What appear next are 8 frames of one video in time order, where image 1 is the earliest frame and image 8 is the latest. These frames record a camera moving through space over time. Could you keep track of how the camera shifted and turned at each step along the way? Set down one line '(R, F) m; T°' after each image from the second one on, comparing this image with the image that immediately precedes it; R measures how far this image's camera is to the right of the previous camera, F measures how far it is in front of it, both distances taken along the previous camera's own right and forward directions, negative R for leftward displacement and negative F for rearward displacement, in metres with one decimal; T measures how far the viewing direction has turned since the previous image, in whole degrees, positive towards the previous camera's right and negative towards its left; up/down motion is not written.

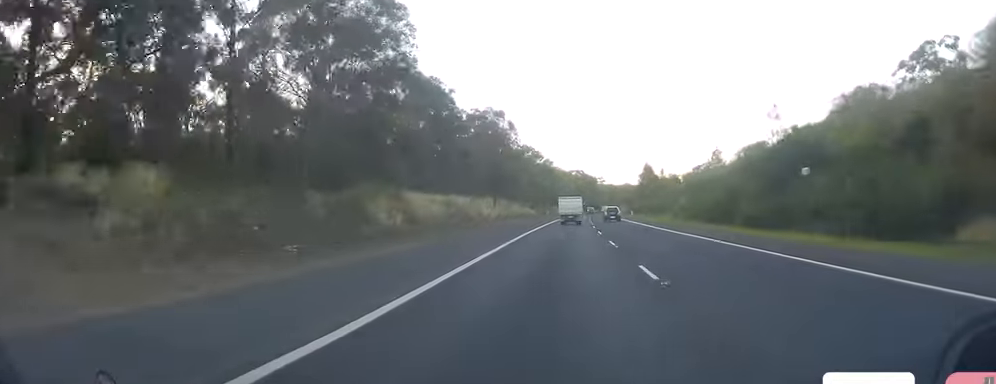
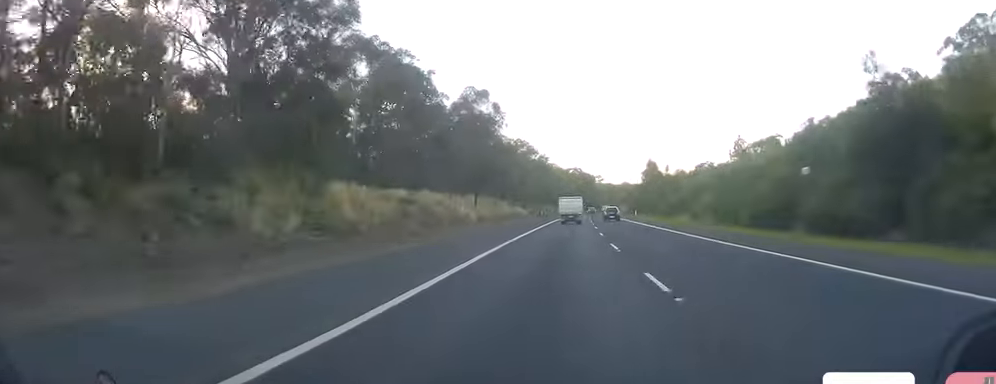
(0.0, +14.3) m; 0°
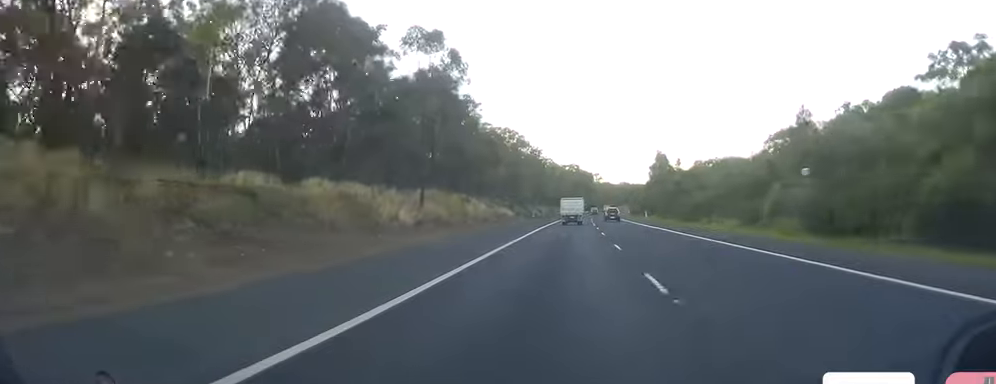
(+0.2, +24.0) m; 0°
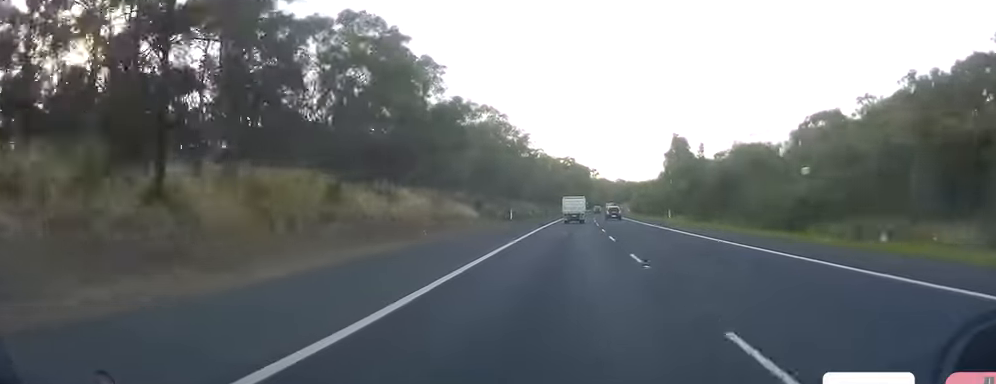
(-0.2, +30.6) m; +1°
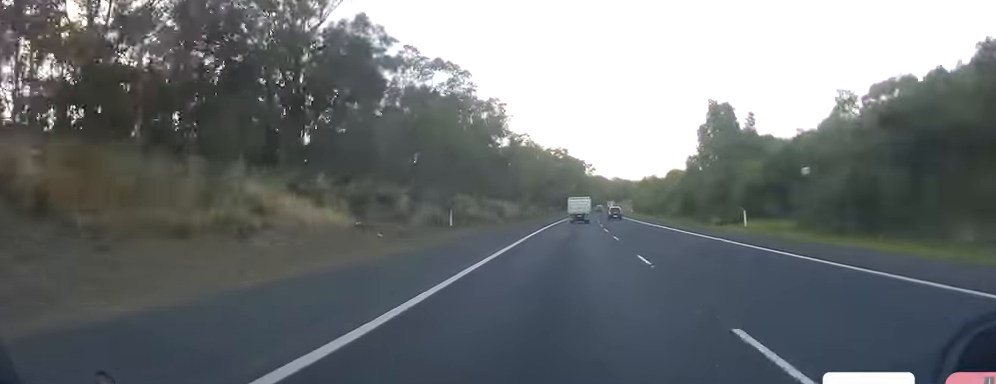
(+0.7, +36.3) m; +2°
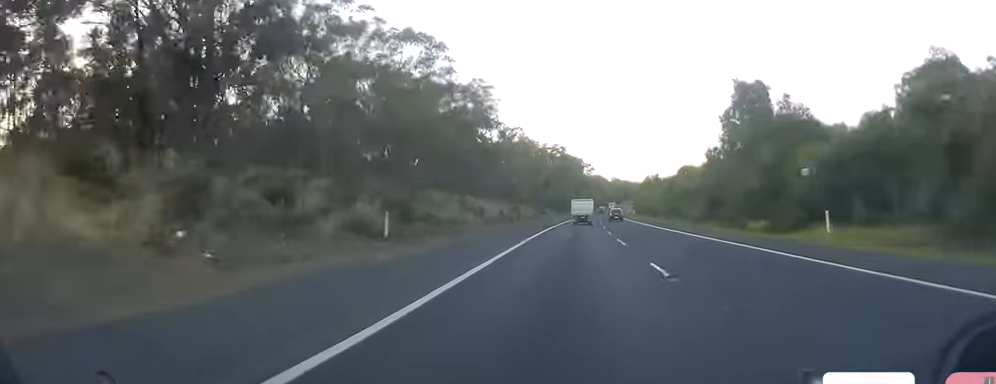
(+0.2, +14.4) m; 0°
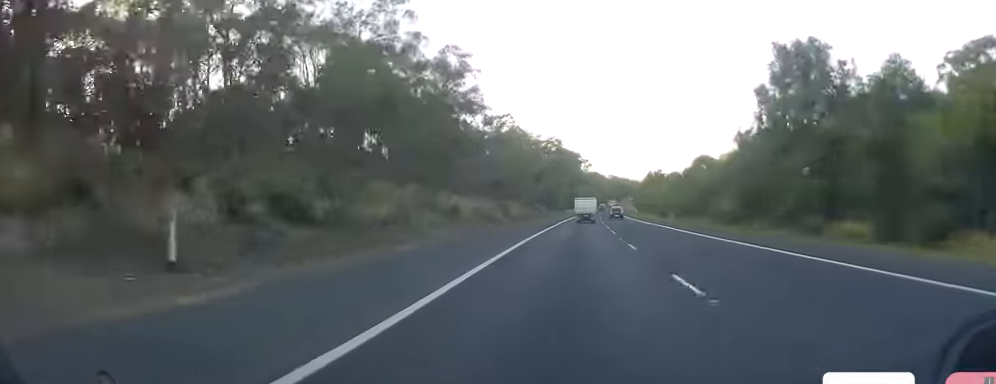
(-0.1, +15.3) m; 0°
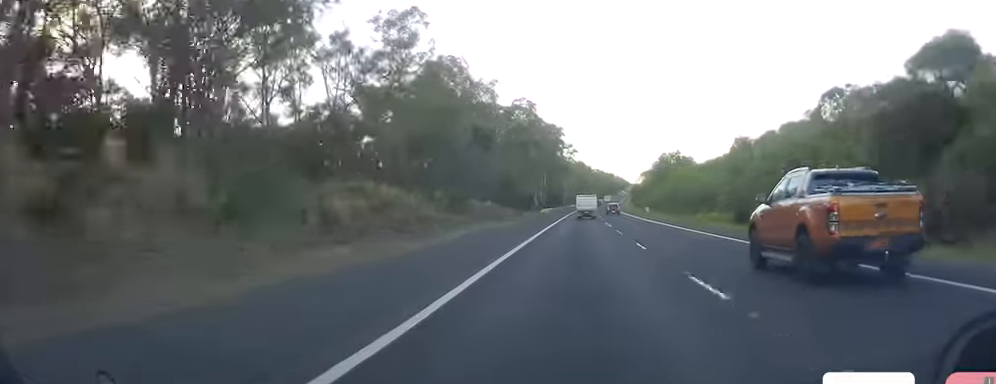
(+0.8, +61.4) m; +1°
